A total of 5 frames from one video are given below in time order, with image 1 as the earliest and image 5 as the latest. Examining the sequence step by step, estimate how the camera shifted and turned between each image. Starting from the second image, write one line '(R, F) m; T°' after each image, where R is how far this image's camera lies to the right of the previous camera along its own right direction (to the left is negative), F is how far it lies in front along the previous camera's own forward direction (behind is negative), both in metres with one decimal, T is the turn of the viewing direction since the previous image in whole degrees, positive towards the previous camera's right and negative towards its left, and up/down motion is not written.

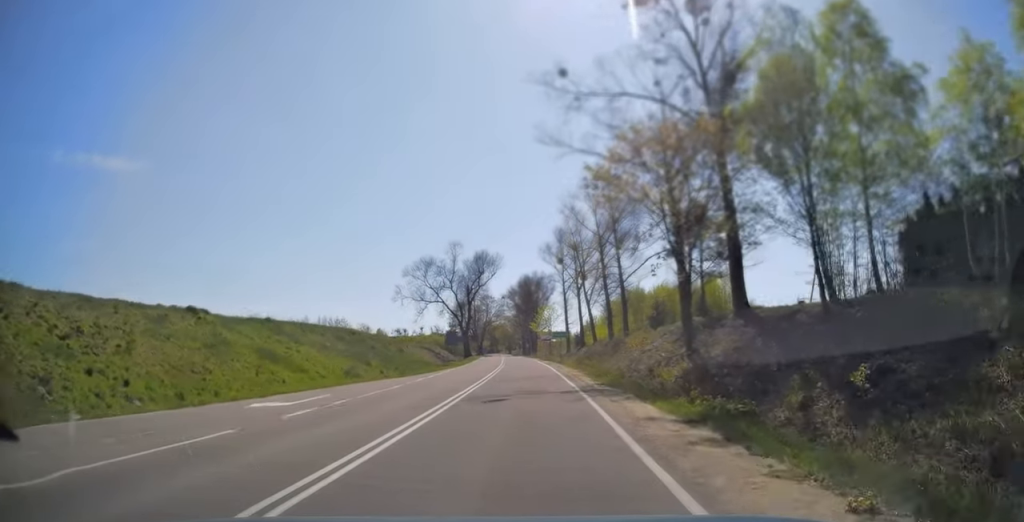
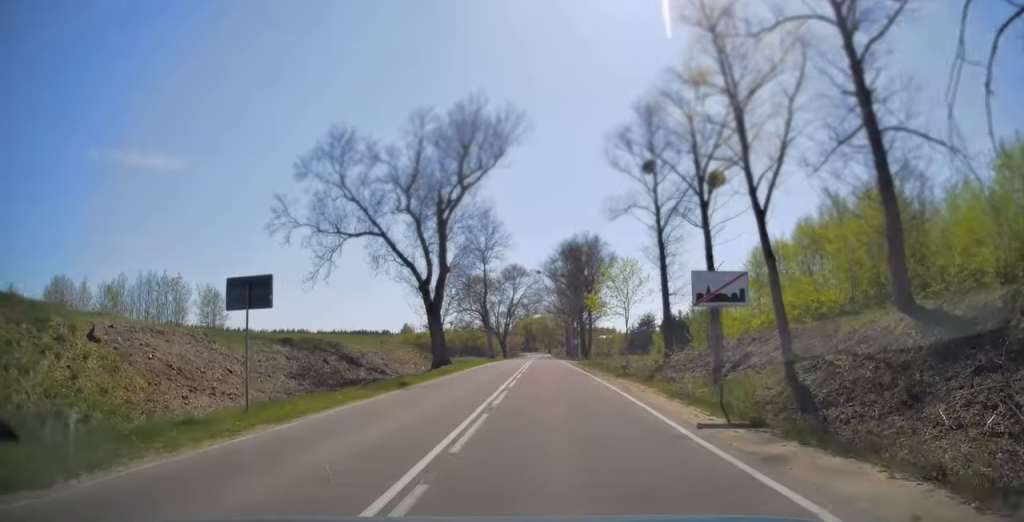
(-2.5, +56.8) m; -3°
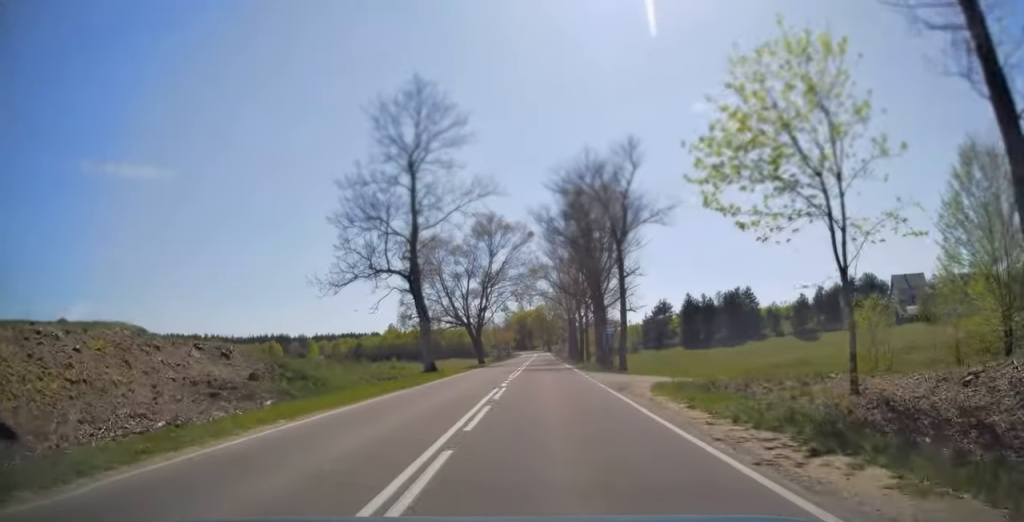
(0.0, +39.8) m; 0°
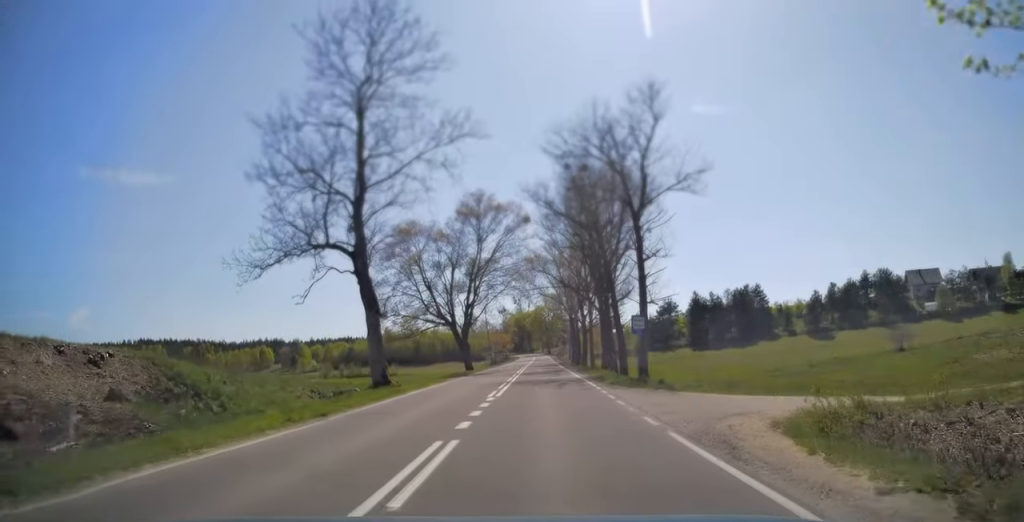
(-0.1, +10.8) m; 0°
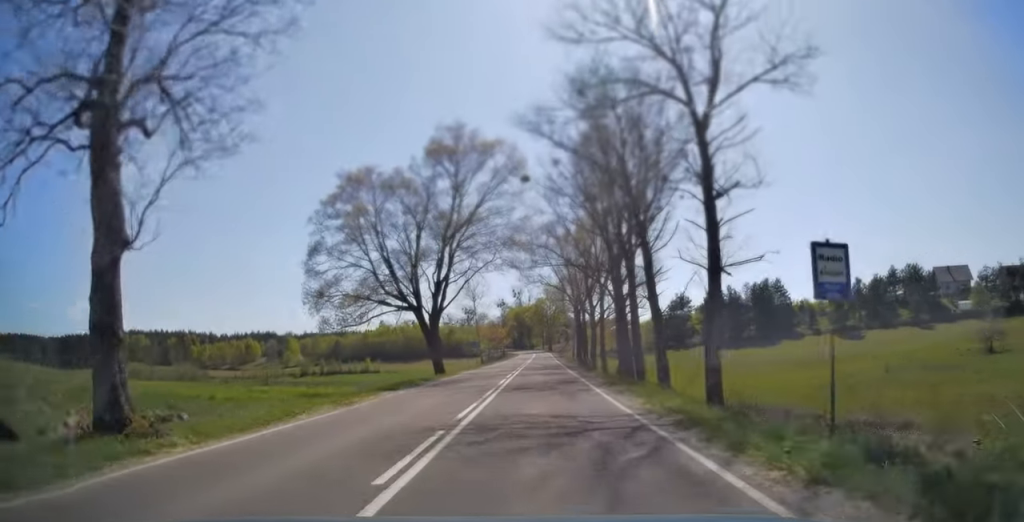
(0.0, +16.6) m; 0°
